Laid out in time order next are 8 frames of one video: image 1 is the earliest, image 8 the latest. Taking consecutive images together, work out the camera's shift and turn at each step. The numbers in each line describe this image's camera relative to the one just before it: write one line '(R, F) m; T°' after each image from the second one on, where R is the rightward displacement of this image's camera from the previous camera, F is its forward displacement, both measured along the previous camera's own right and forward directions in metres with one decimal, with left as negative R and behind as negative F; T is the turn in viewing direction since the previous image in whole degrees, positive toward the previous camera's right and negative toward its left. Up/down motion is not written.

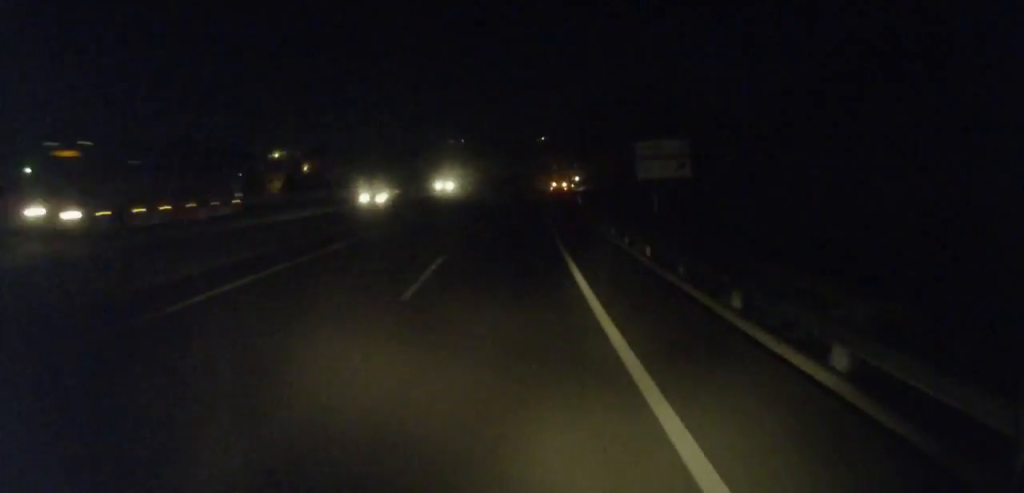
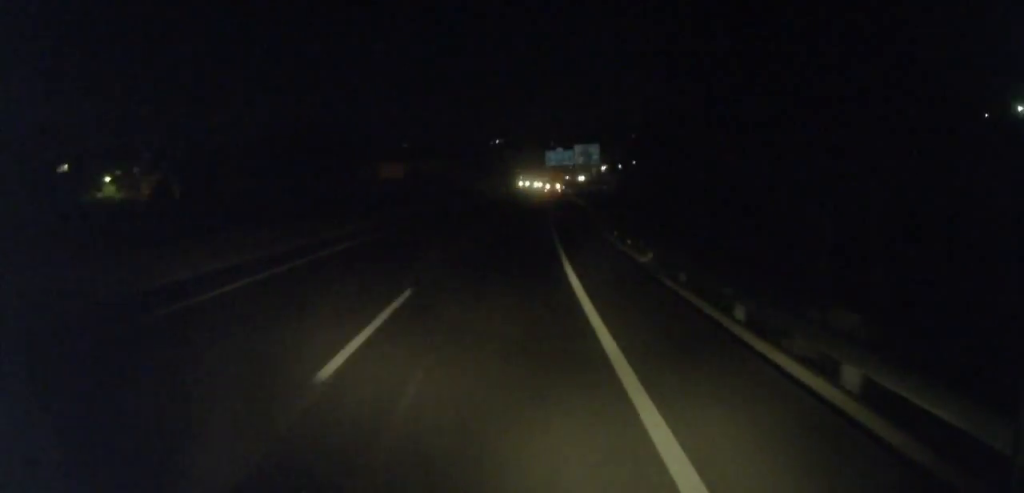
(+1.5, +41.5) m; +4°
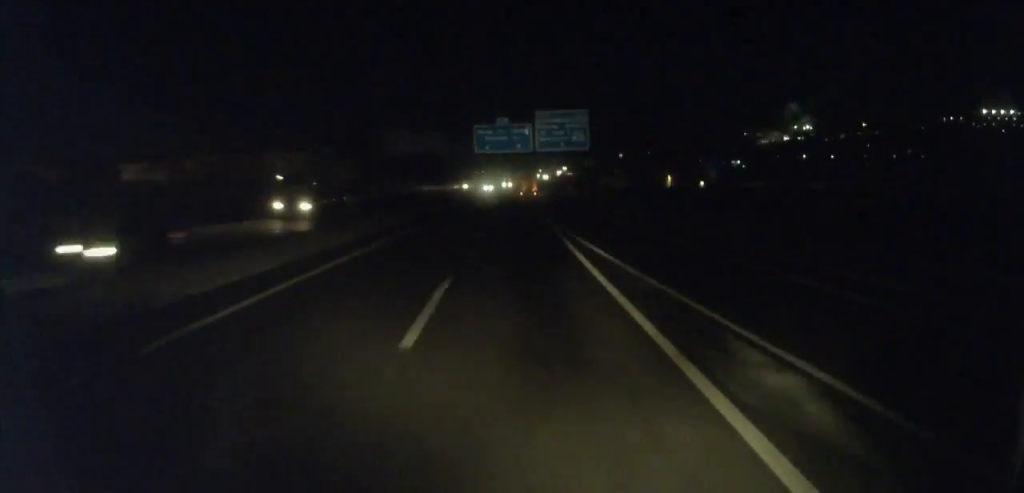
(+5.4, +84.5) m; +7°
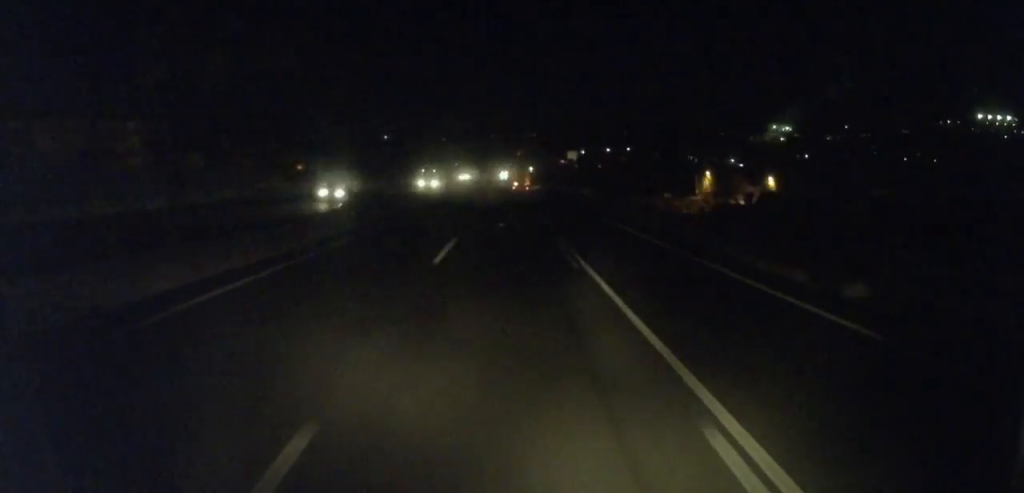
(+3.9, +61.3) m; +4°
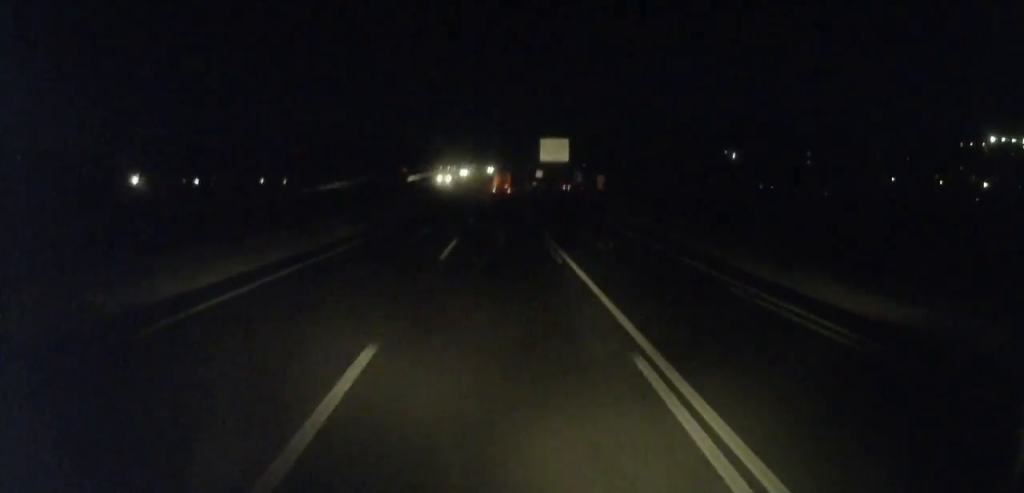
(+22.6, +217.3) m; +10°
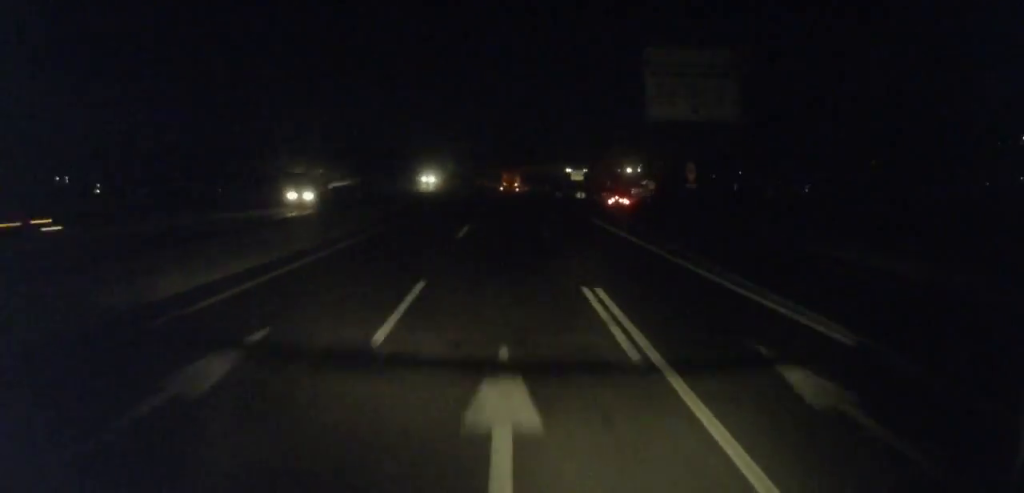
(+1.6, +79.4) m; +1°
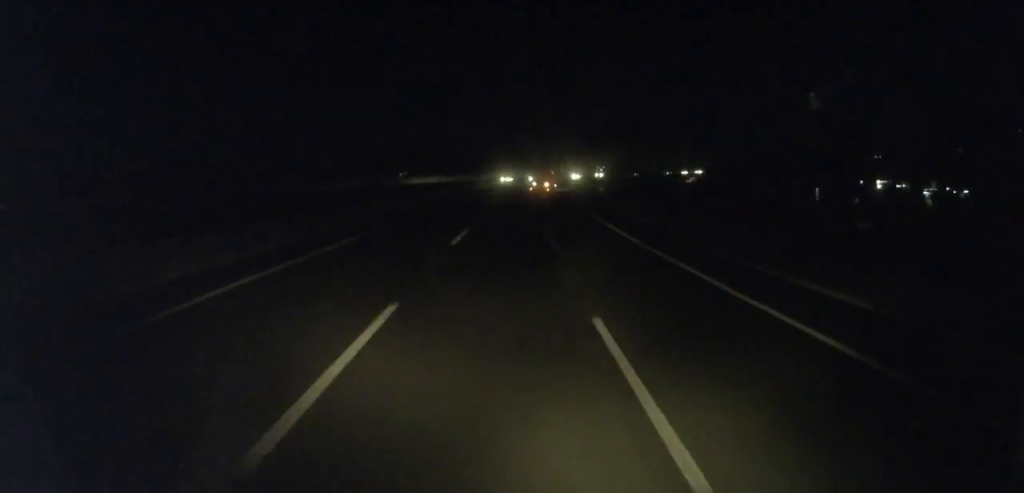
(-0.6, +88.3) m; +1°
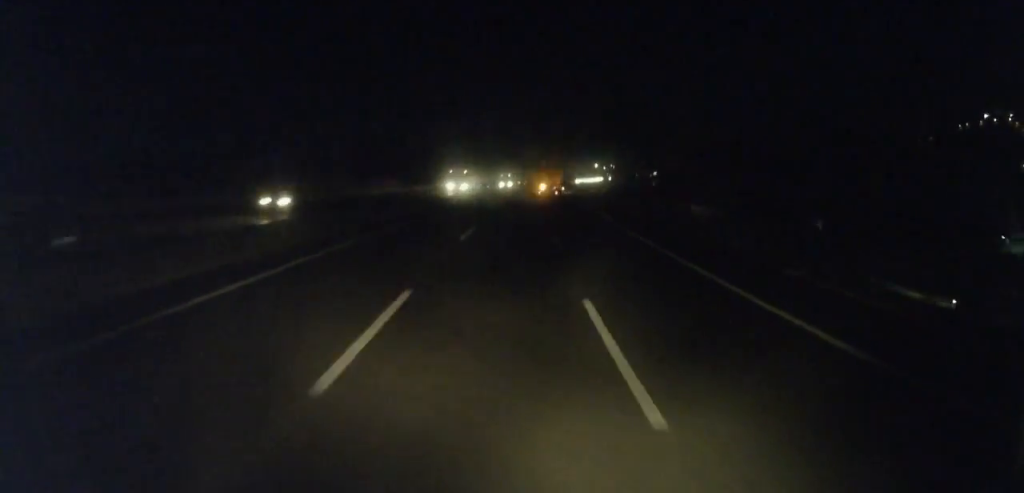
(+9.3, +136.6) m; +11°
